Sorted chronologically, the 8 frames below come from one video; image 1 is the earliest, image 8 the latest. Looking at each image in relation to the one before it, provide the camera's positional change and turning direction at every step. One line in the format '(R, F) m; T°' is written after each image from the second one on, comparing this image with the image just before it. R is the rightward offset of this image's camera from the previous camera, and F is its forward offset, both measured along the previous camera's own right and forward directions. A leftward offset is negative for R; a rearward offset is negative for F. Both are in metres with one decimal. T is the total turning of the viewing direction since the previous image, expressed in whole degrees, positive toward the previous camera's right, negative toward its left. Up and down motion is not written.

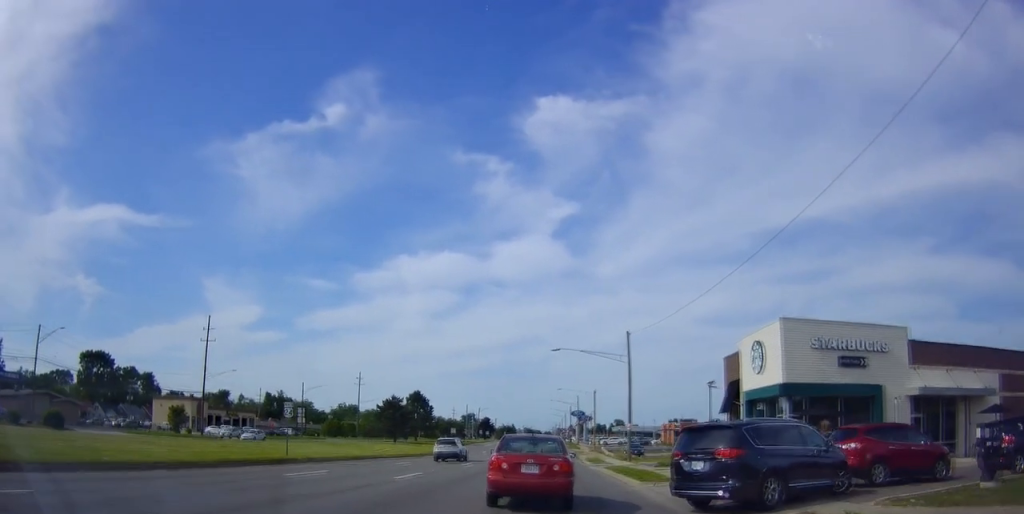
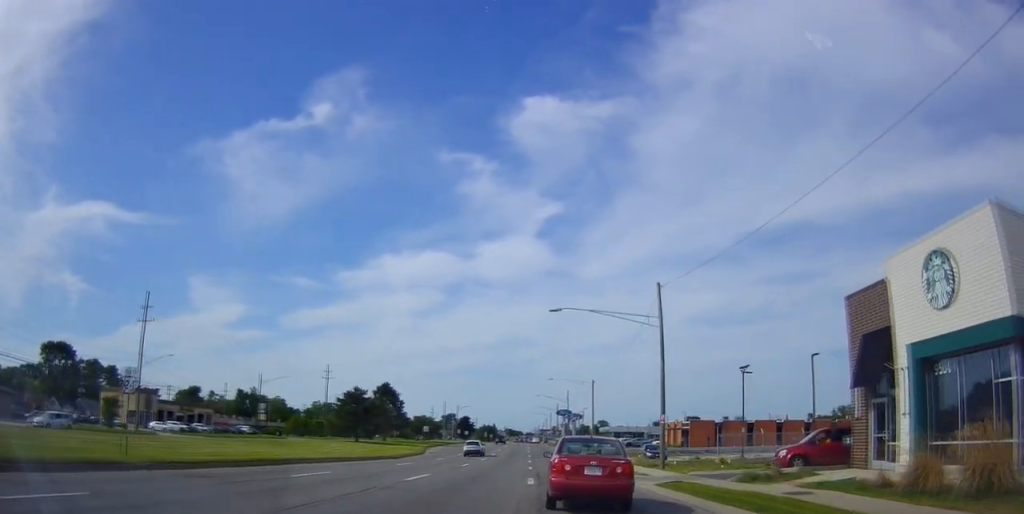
(+0.3, +12.2) m; +1°
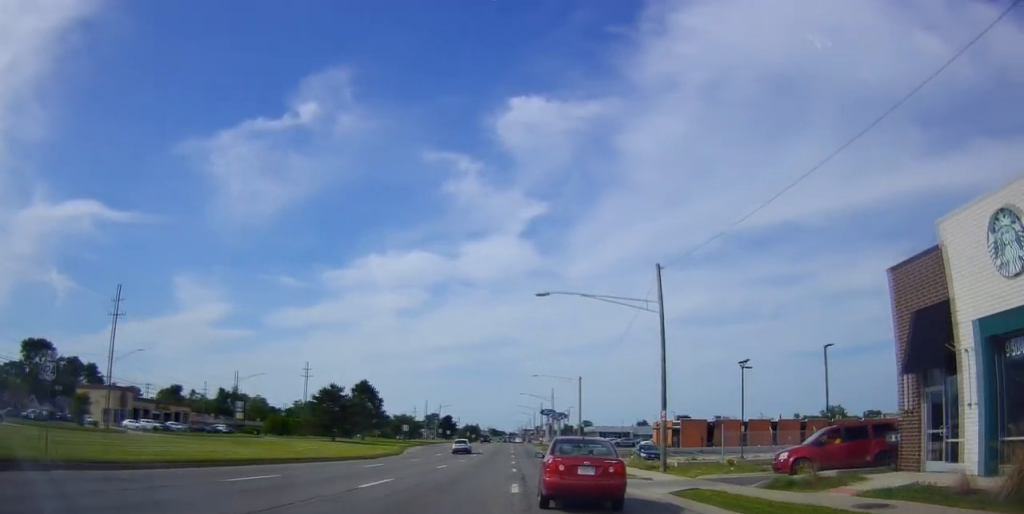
(-0.2, +3.5) m; +2°
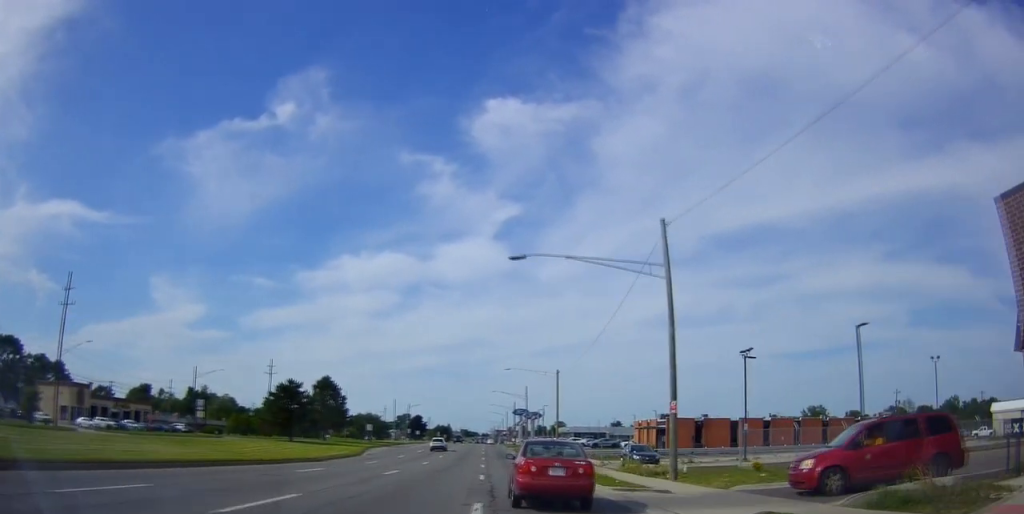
(-0.3, +5.9) m; +4°
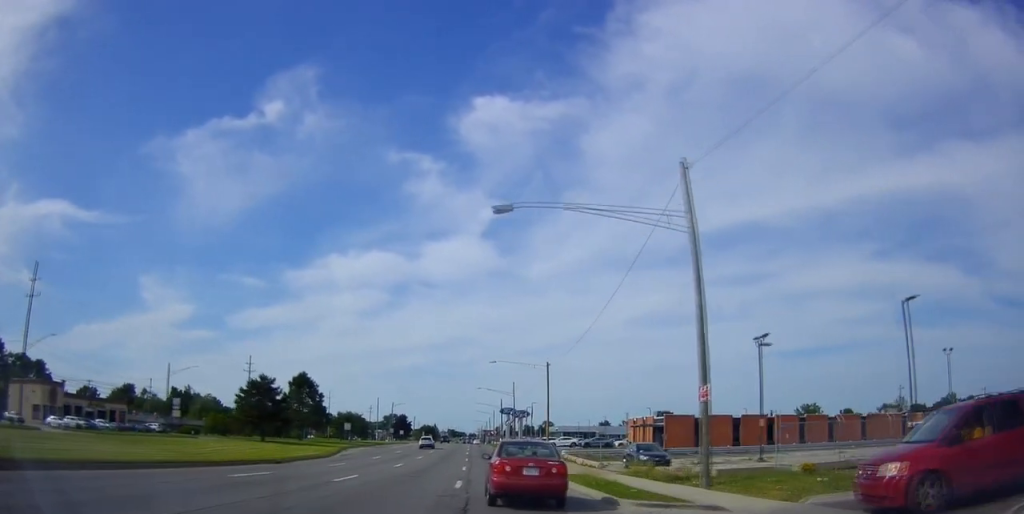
(+0.7, +4.8) m; +2°
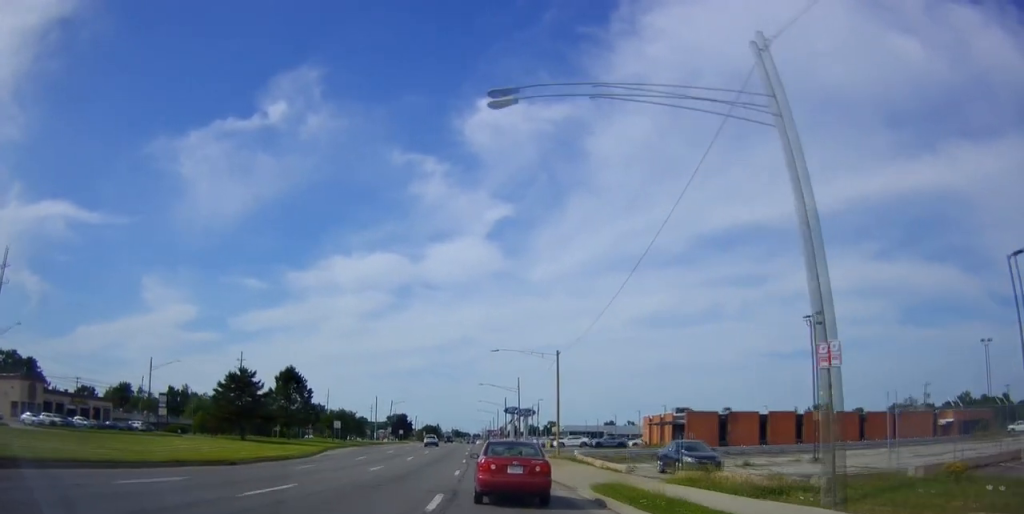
(+0.3, +6.4) m; +1°
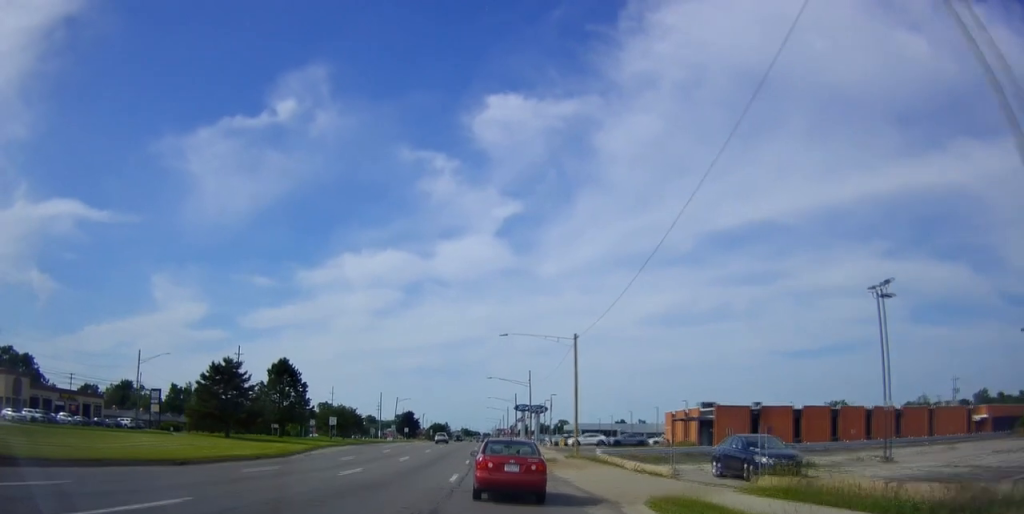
(-0.3, +5.8) m; -2°
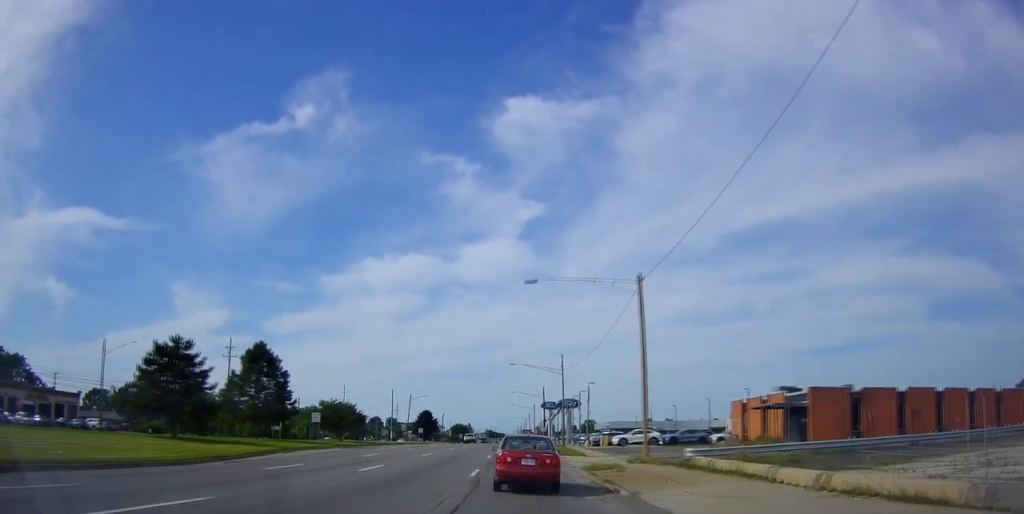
(-0.3, +14.0) m; -1°
